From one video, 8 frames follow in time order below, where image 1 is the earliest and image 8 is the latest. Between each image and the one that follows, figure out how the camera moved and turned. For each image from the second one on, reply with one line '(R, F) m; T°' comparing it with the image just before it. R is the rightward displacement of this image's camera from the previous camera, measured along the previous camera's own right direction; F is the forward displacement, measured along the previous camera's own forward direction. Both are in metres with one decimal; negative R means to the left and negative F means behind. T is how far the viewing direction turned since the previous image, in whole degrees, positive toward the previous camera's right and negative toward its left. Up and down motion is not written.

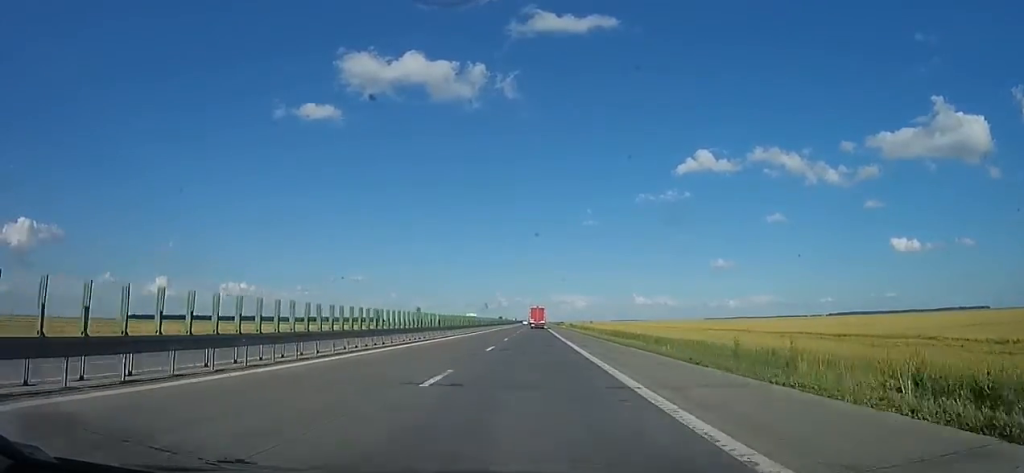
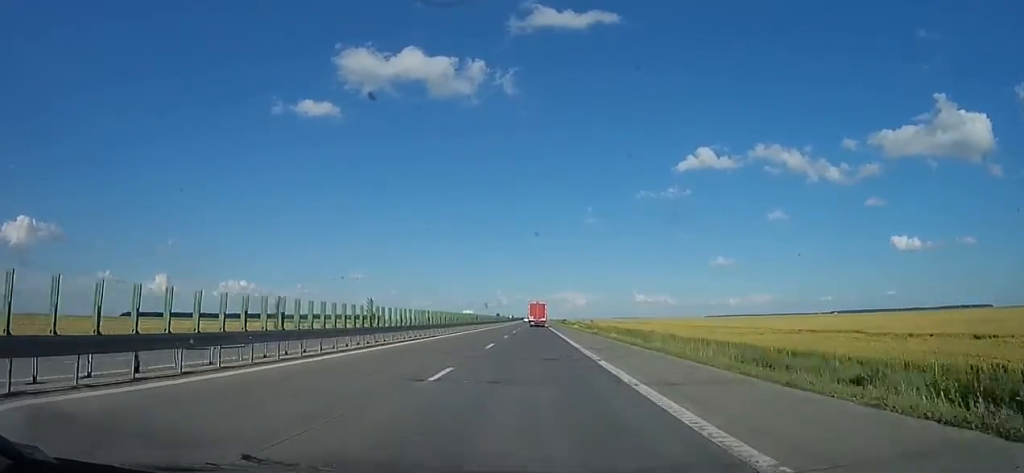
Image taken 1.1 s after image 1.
(+0.3, +35.9) m; +3°
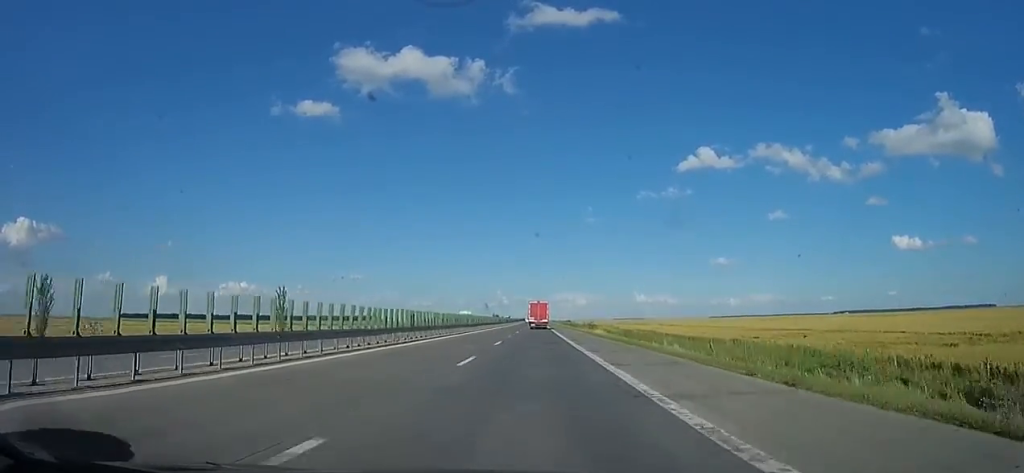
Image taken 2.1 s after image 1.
(+1.2, +32.5) m; 0°
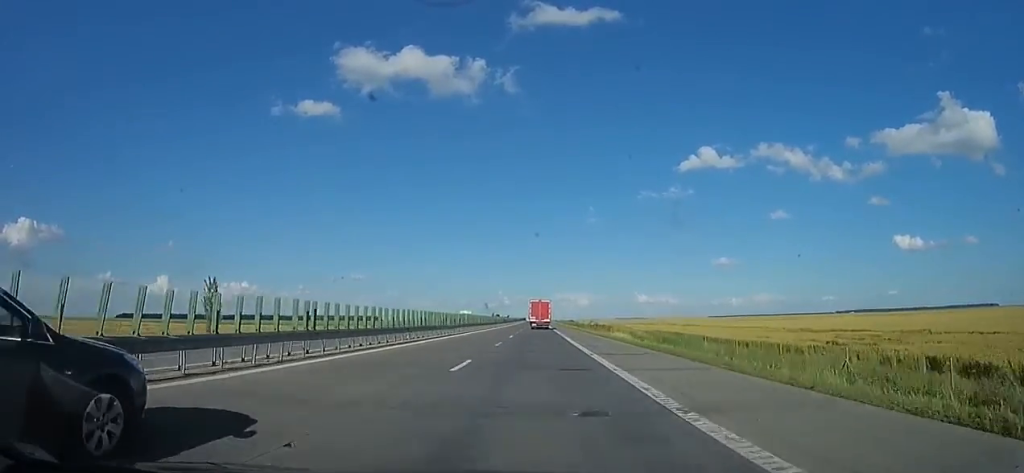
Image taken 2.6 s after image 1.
(-0.6, +13.8) m; -1°
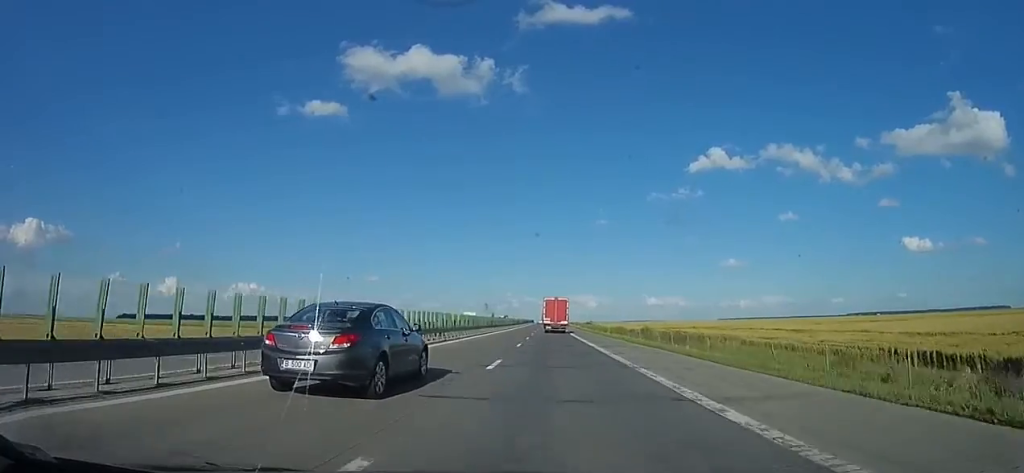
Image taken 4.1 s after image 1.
(-1.0, +47.7) m; -1°
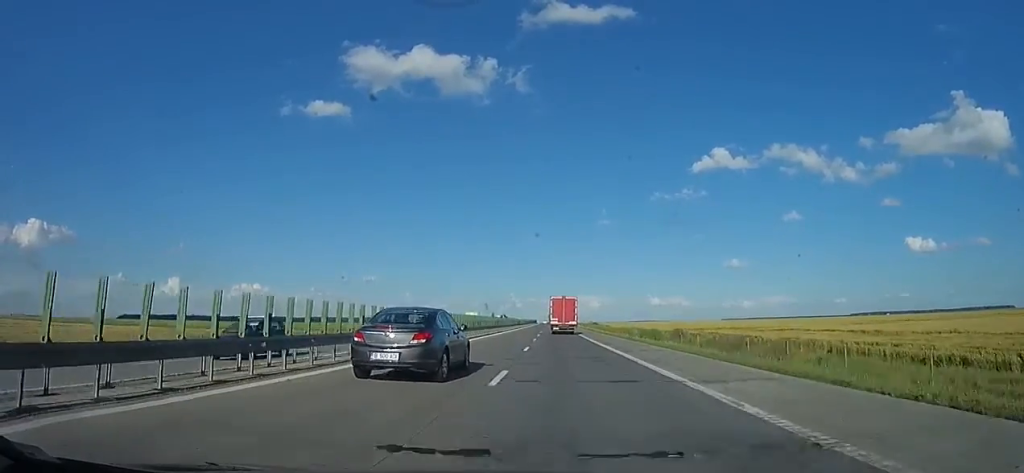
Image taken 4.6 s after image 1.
(0.0, +15.4) m; 0°
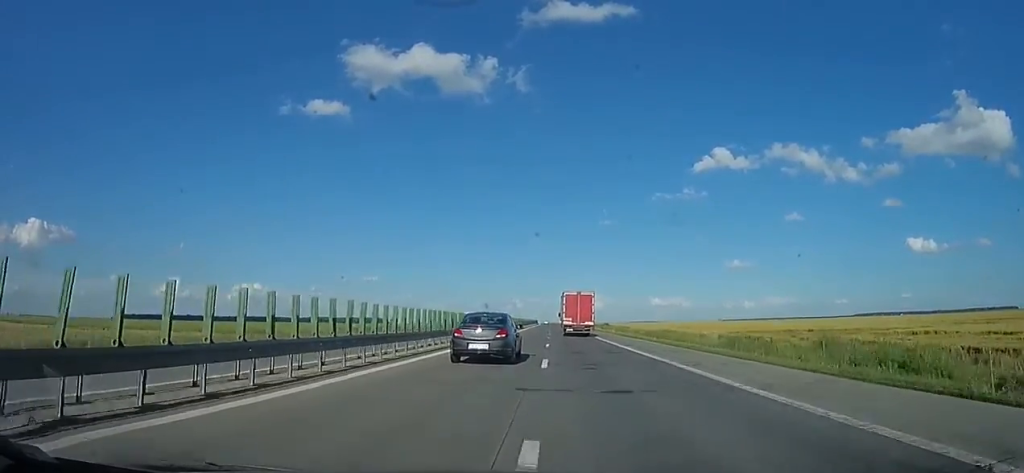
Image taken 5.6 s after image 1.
(0.0, +31.3) m; 0°
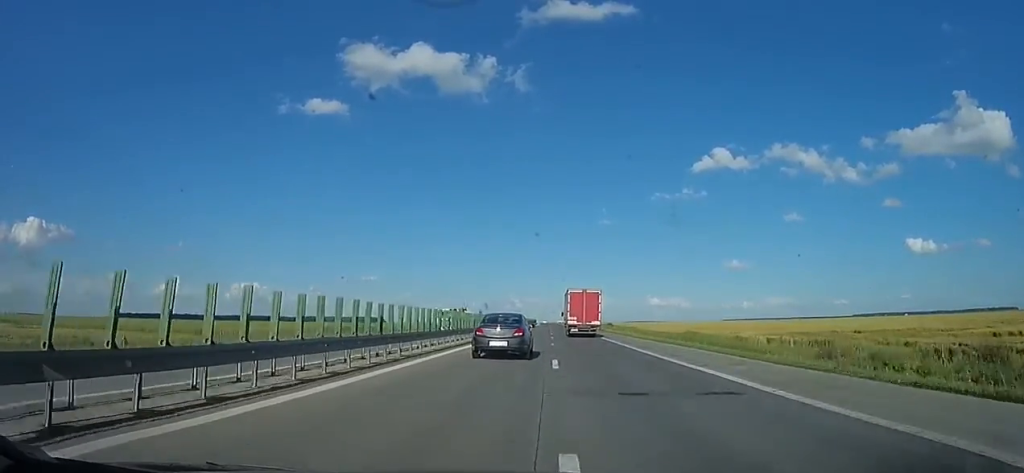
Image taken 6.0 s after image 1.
(0.0, +12.3) m; 0°
